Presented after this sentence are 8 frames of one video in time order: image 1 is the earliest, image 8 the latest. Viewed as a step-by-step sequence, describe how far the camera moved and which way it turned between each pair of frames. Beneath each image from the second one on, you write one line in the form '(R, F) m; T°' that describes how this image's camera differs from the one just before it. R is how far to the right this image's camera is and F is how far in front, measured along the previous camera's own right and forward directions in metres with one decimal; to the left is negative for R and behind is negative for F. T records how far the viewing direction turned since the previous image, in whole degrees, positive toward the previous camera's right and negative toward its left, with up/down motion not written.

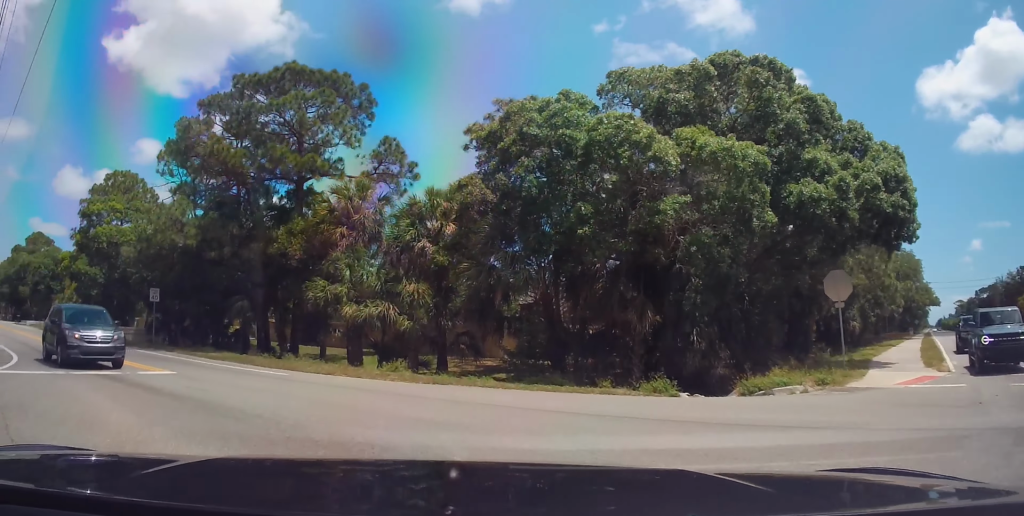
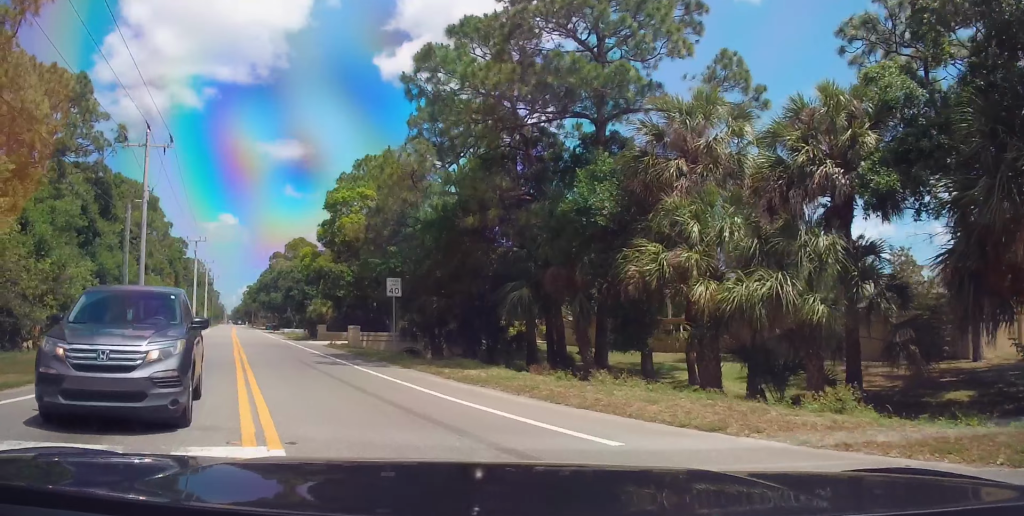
(-1.9, +10.0) m; -23°
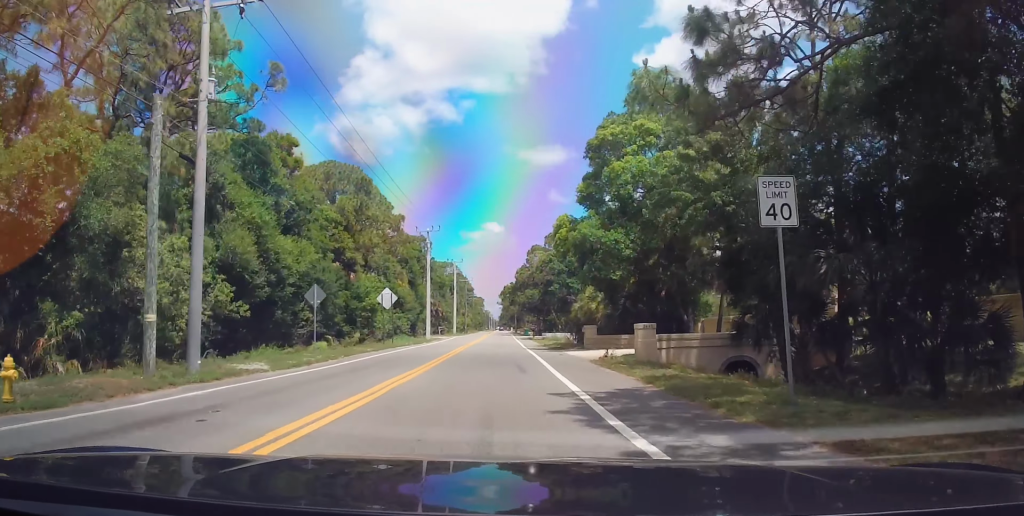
(-3.2, +16.1) m; -17°
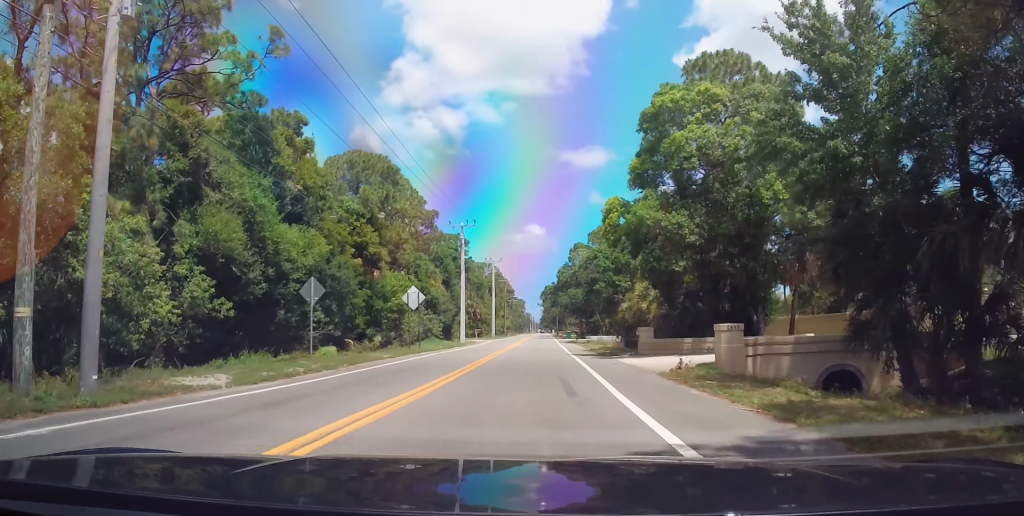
(-0.1, +5.1) m; -3°
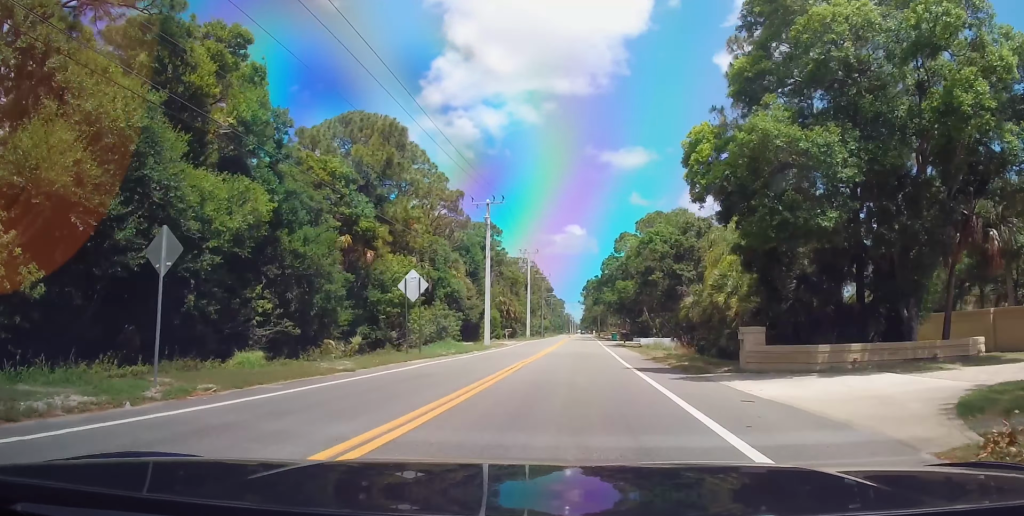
(-0.5, +11.1) m; -3°
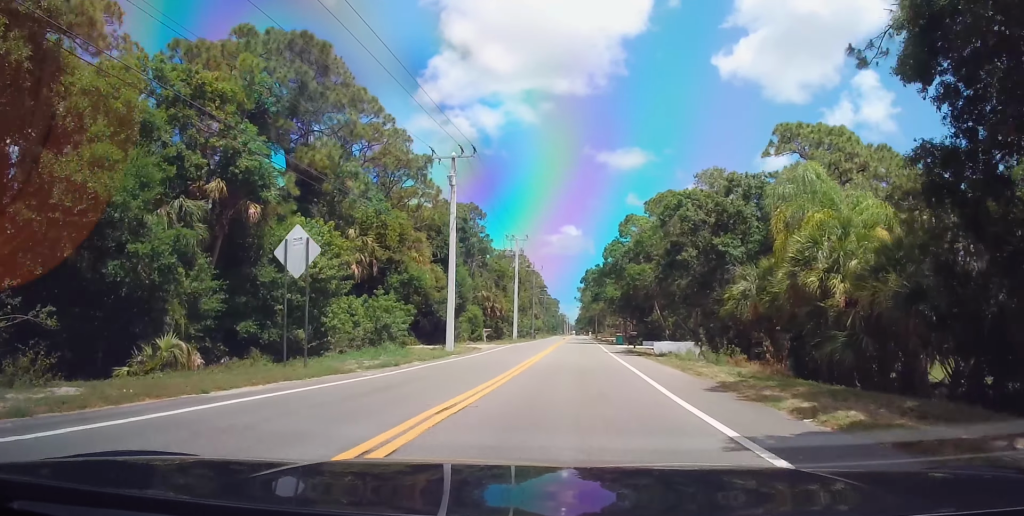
(-0.1, +13.8) m; -2°
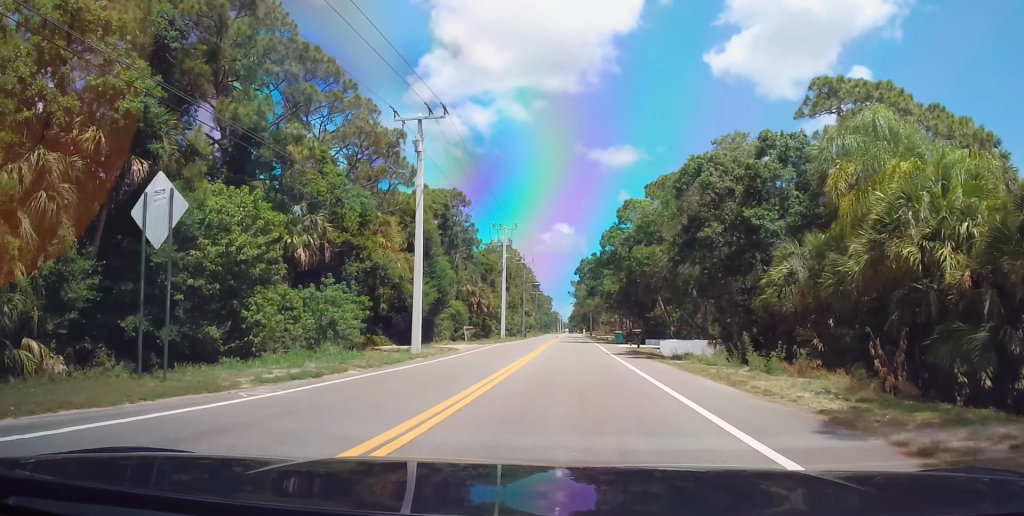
(-0.2, +6.9) m; 0°
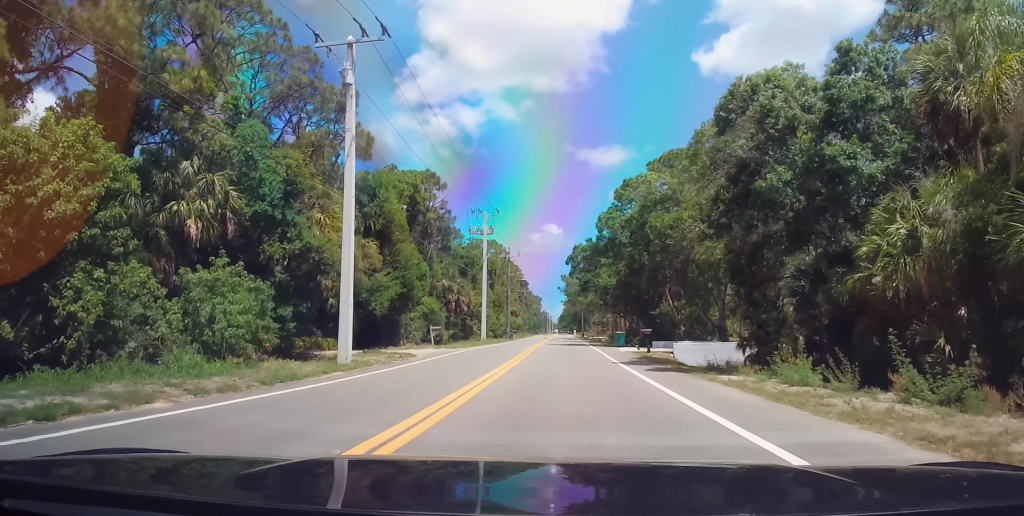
(-0.3, +8.9) m; 0°
